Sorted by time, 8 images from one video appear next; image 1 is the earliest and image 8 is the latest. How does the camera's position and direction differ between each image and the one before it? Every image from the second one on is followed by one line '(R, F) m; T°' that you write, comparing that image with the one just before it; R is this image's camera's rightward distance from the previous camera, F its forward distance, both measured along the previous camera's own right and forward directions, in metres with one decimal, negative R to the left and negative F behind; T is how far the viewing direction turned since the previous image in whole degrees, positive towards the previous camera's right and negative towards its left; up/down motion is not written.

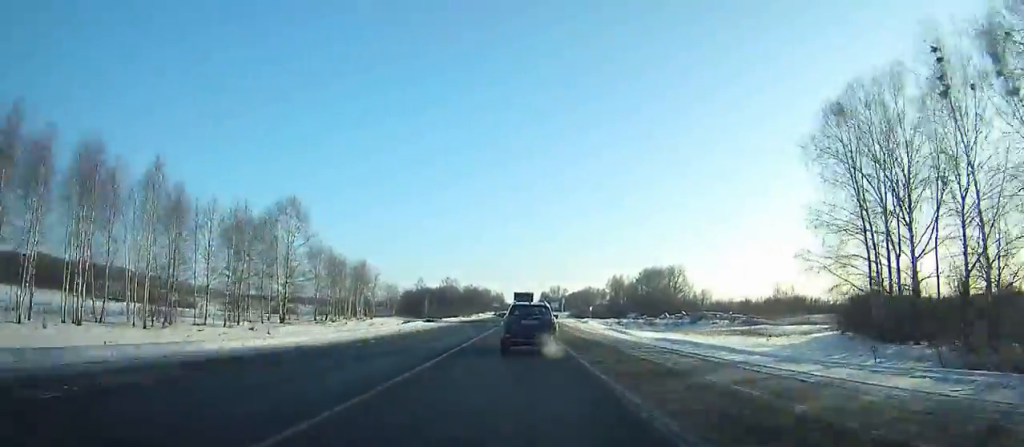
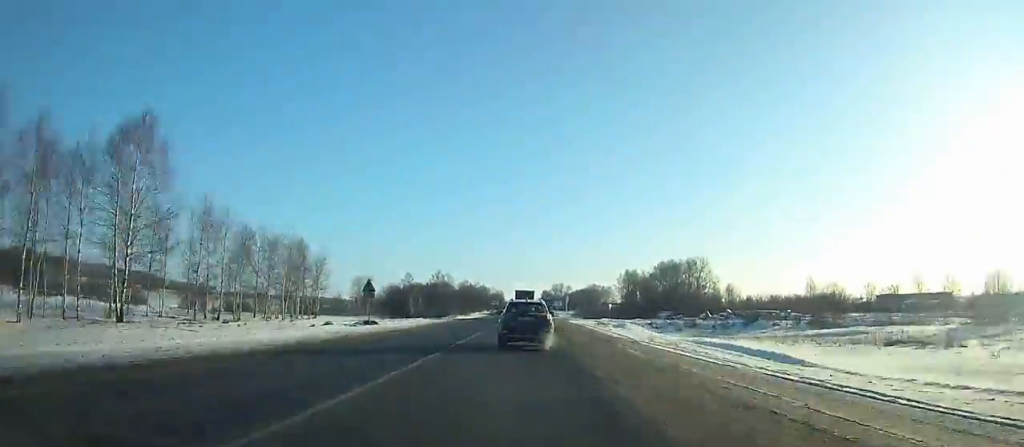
(-0.1, +30.4) m; 0°
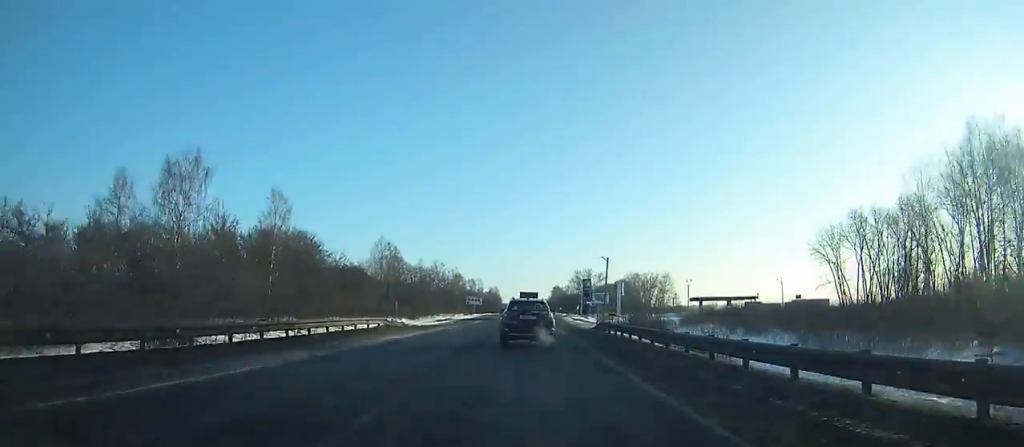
(-1.1, +184.2) m; 0°
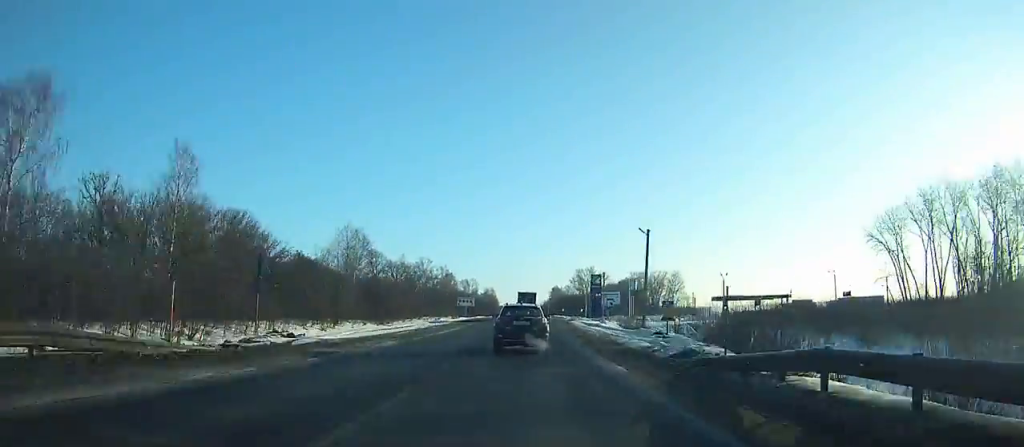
(+0.1, +22.5) m; 0°
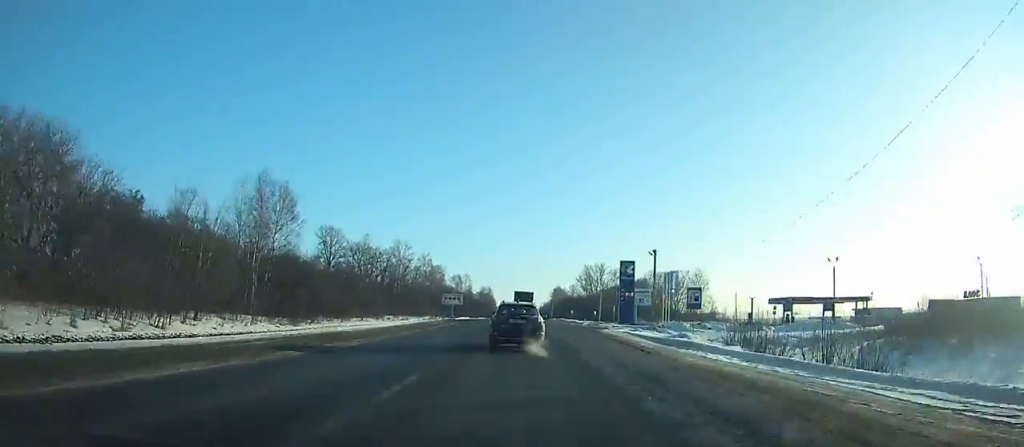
(+0.2, +35.7) m; 0°
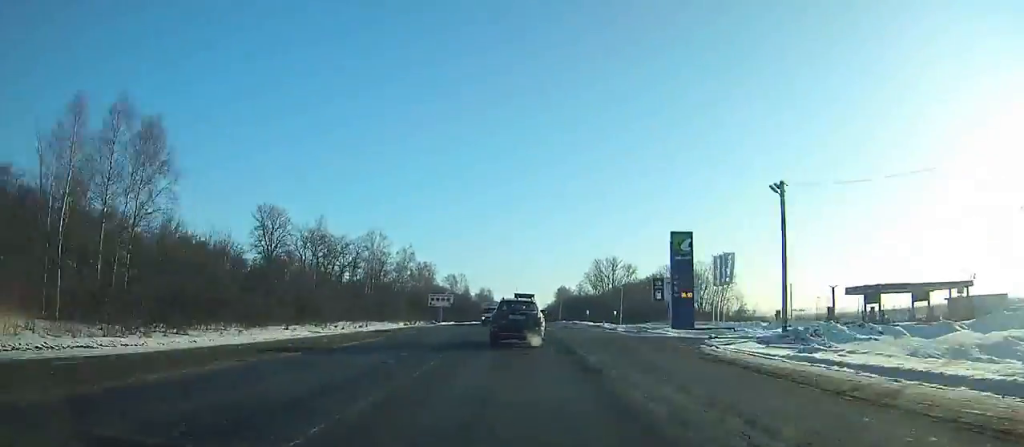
(+0.1, +28.2) m; 0°
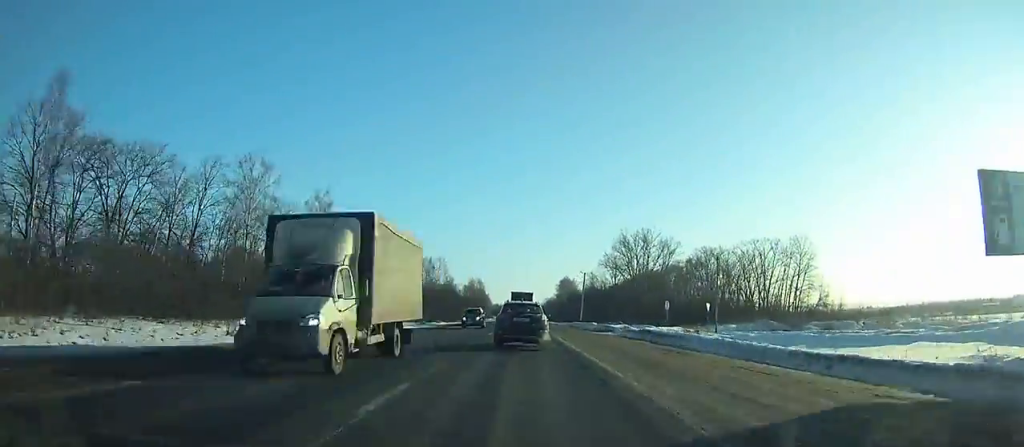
(+0.1, +58.2) m; 0°
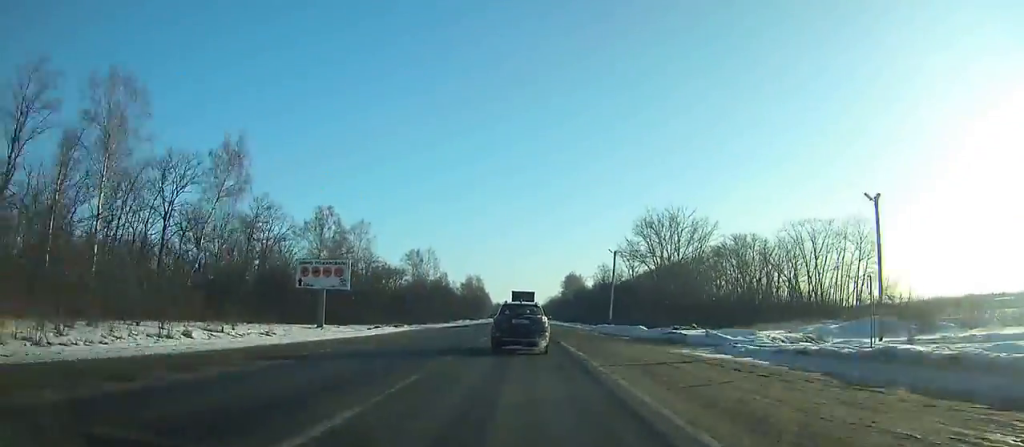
(0.0, +26.2) m; 0°
